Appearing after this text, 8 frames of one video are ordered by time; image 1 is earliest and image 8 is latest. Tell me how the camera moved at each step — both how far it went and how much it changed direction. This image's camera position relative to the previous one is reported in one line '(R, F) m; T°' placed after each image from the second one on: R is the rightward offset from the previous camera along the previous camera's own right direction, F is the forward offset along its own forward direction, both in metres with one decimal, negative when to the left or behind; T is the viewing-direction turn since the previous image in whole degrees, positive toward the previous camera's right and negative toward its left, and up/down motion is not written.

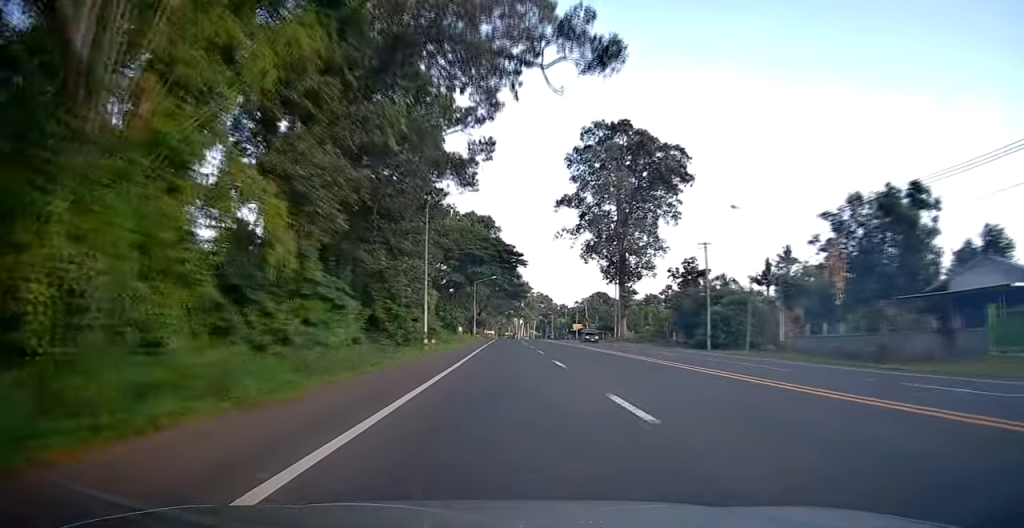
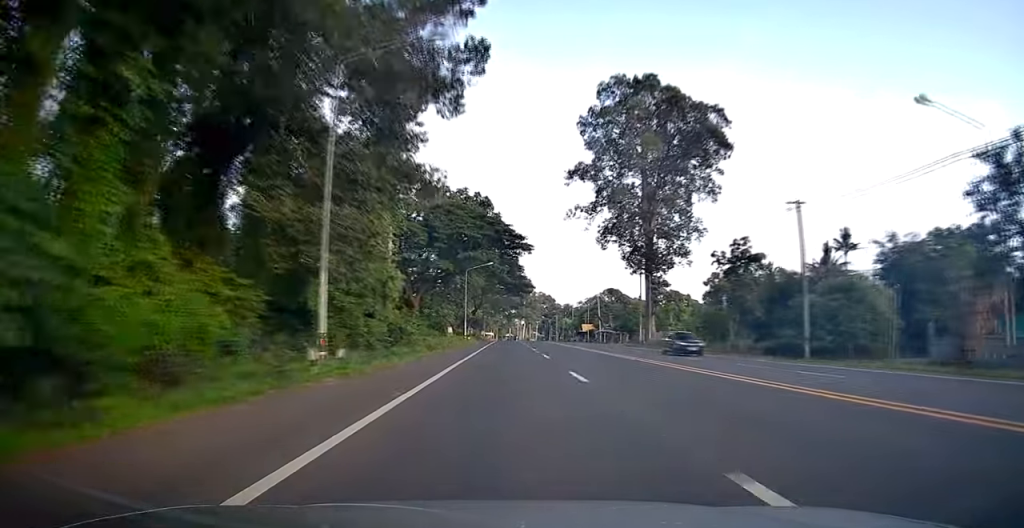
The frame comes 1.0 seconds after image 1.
(-0.3, +18.1) m; -1°
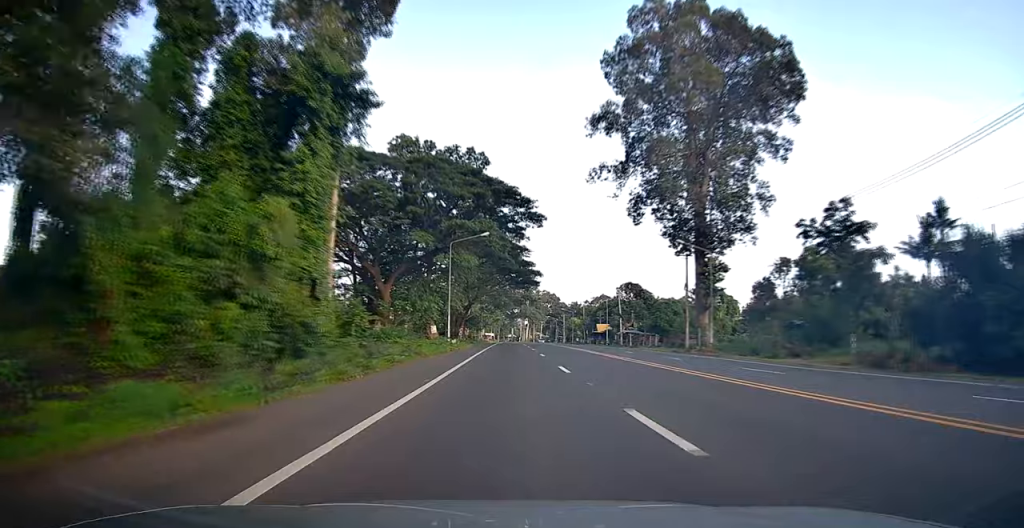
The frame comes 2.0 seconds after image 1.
(0.0, +19.8) m; +1°
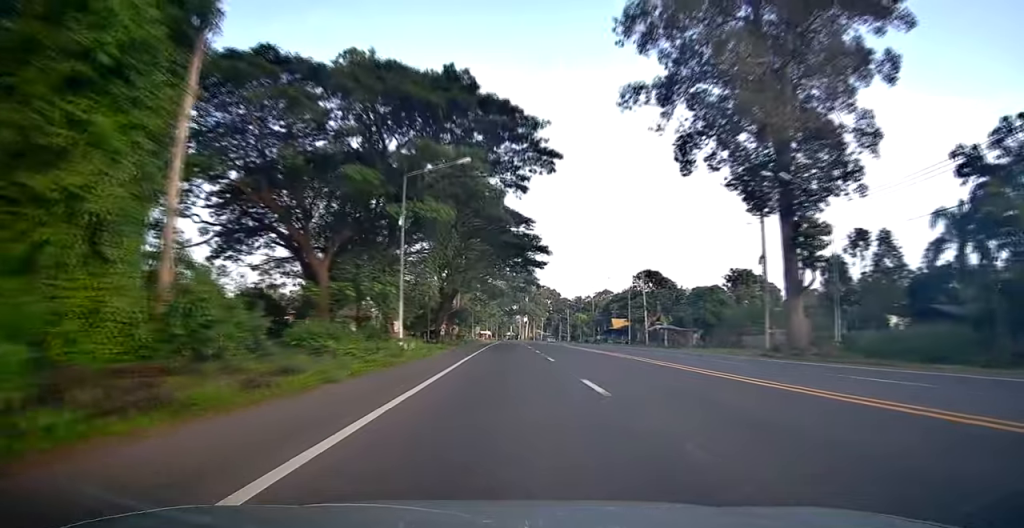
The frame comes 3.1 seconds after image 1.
(+0.3, +19.0) m; +1°
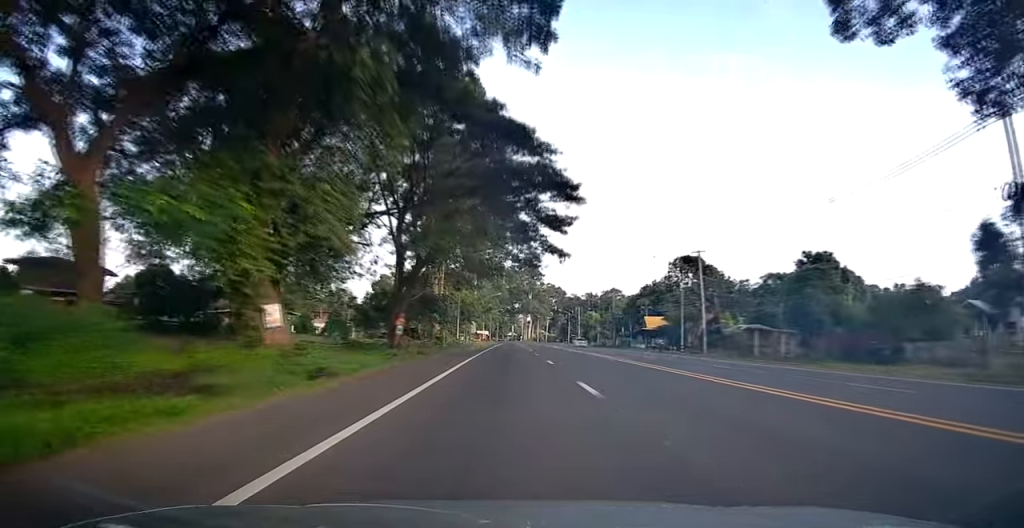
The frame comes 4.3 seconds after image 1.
(0.0, +23.1) m; -2°
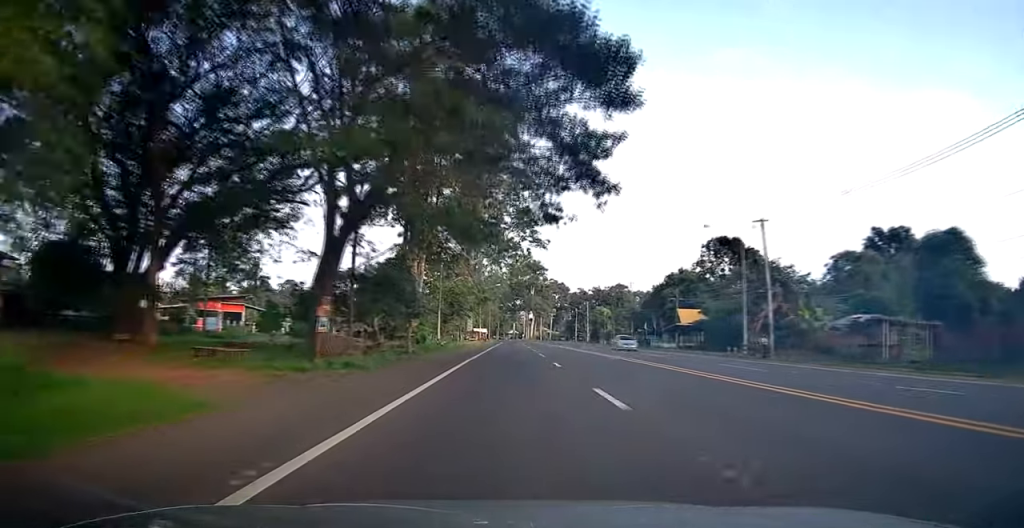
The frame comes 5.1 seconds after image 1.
(-0.5, +14.7) m; 0°
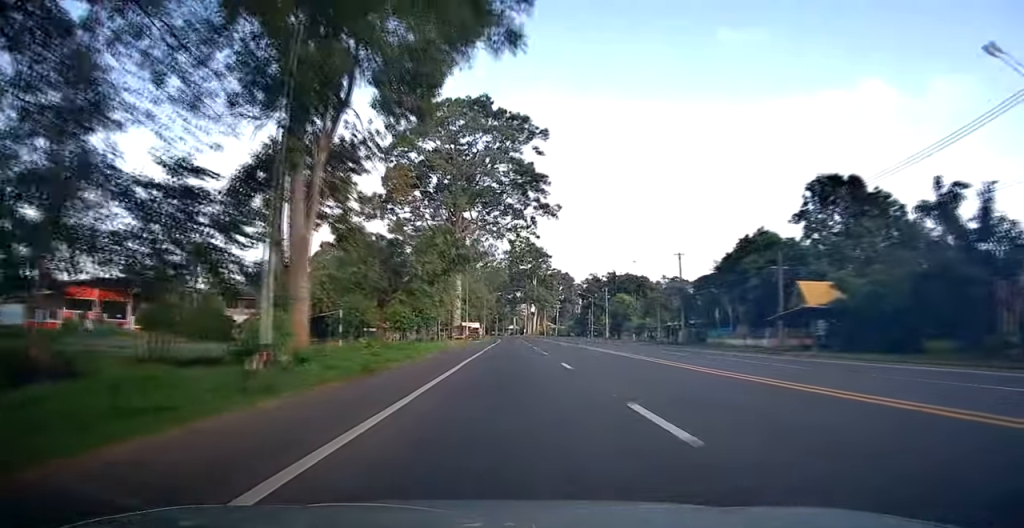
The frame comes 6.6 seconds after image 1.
(+0.5, +26.8) m; +2°
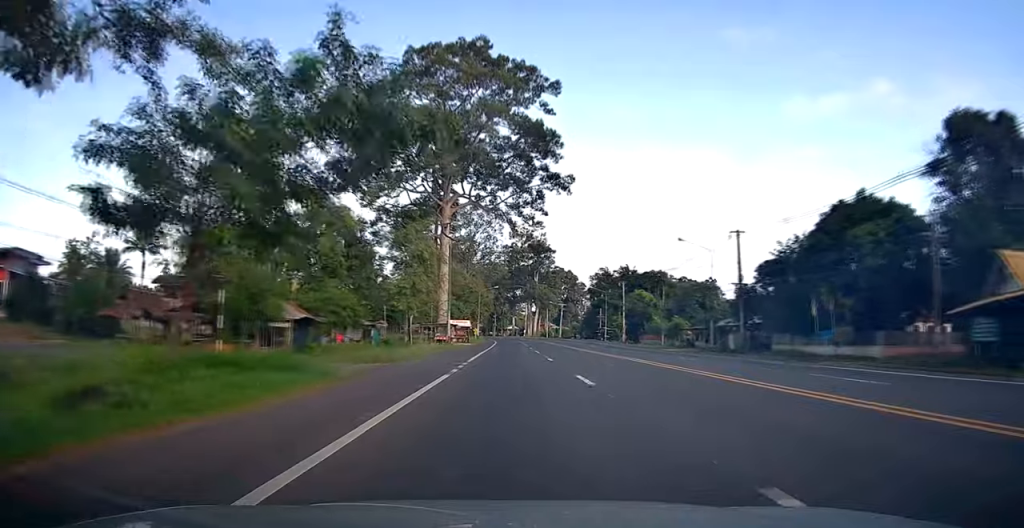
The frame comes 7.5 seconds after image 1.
(0.0, +17.1) m; -2°
